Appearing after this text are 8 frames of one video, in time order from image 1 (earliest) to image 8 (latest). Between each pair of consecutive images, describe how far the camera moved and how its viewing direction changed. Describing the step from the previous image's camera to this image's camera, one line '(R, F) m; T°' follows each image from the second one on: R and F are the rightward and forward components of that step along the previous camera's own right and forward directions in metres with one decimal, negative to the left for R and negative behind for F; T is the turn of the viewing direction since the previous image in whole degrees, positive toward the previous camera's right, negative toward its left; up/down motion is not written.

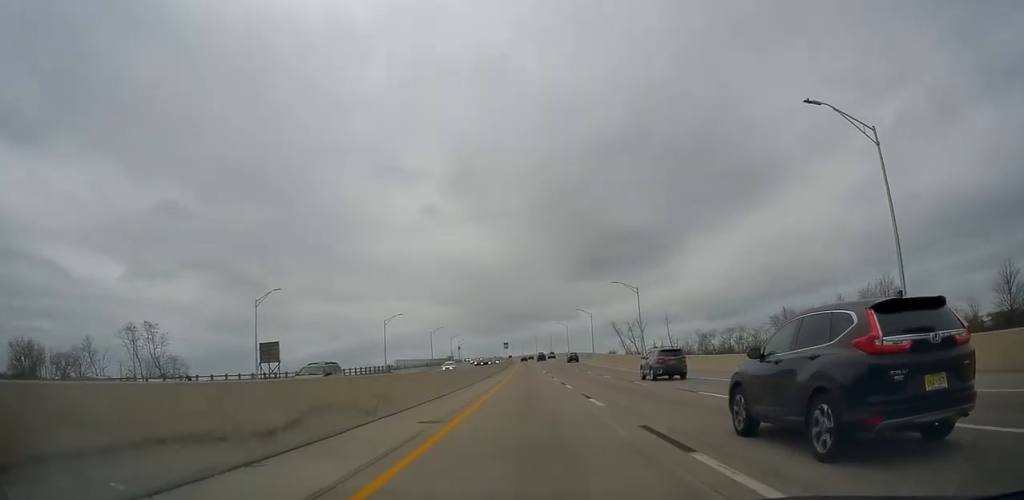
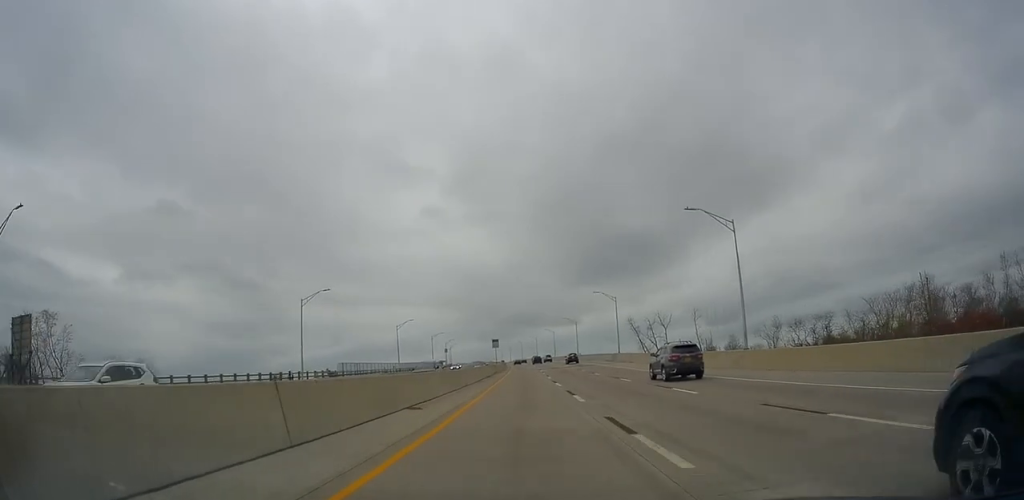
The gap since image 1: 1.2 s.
(-0.3, +33.7) m; 0°
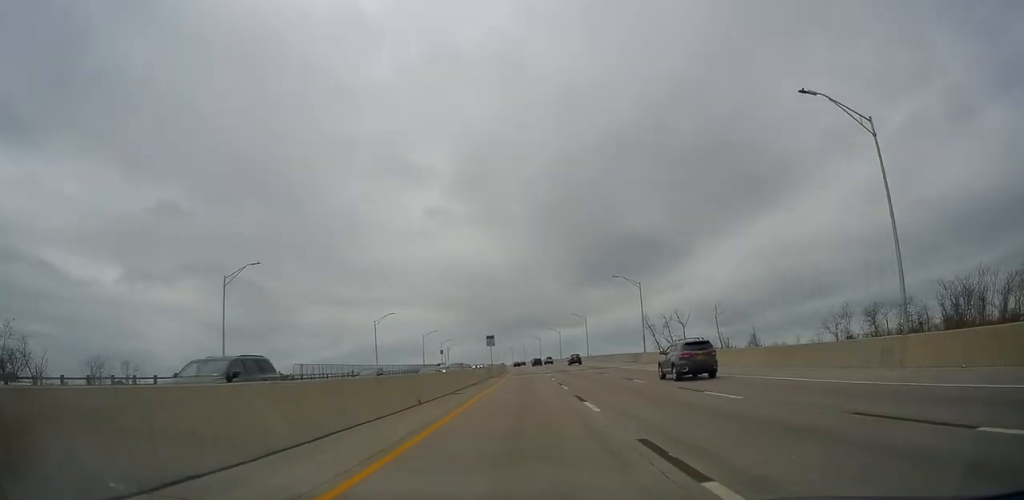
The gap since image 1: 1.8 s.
(+0.2, +16.6) m; +1°
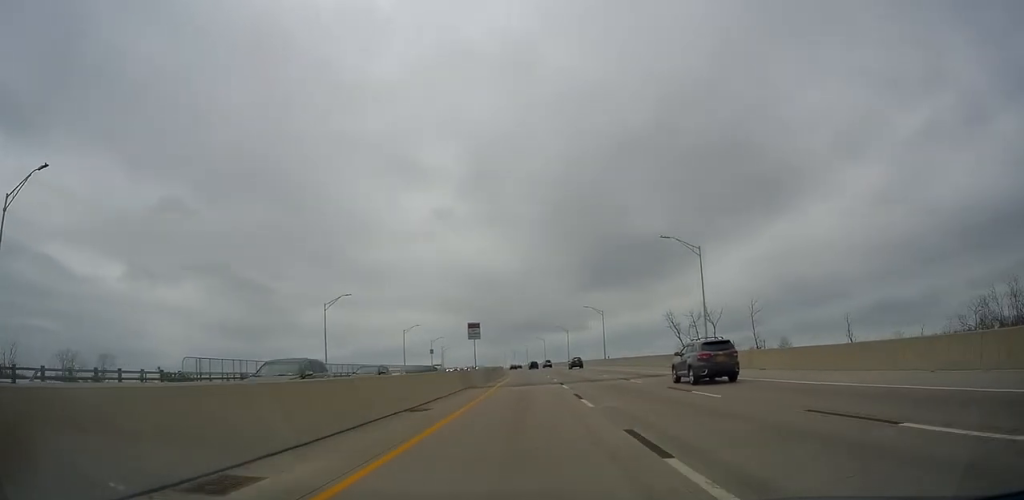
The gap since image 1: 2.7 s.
(+0.1, +22.9) m; 0°
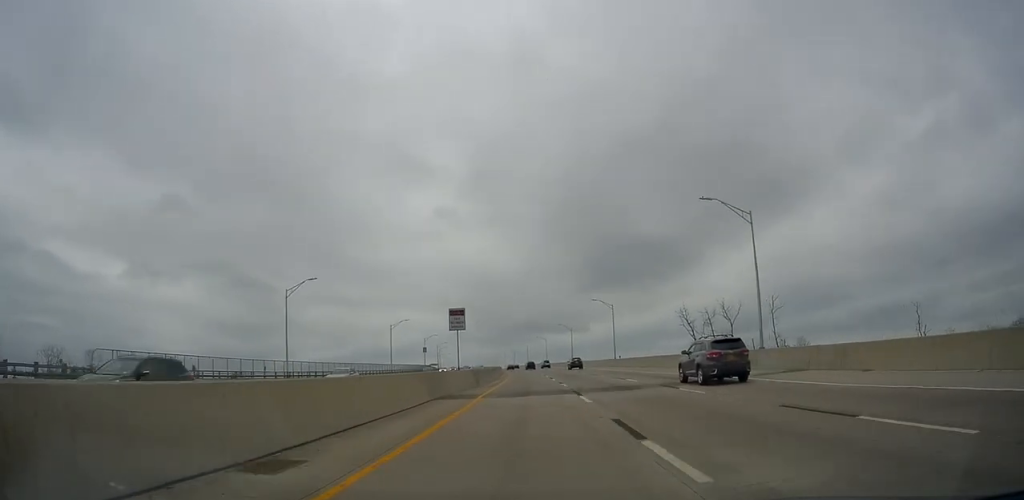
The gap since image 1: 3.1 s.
(0.0, +10.9) m; 0°
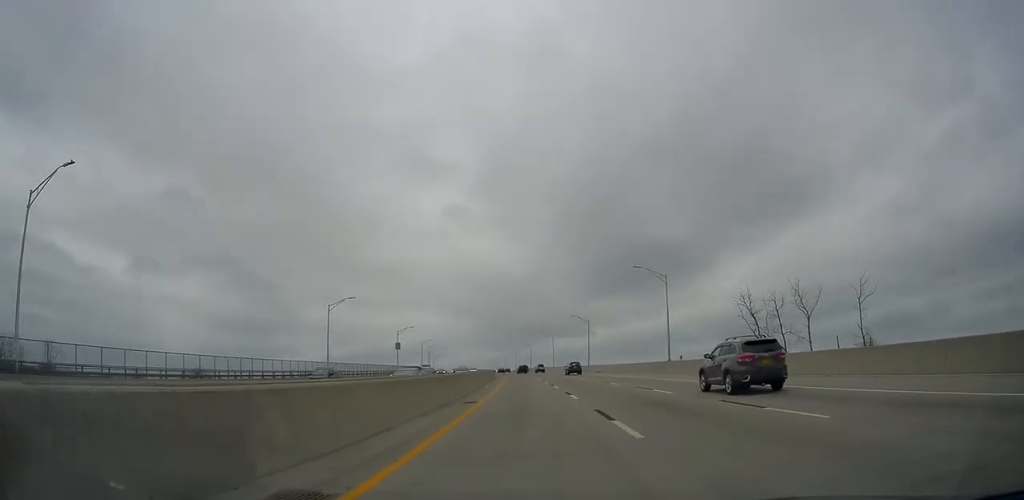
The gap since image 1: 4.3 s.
(-0.3, +33.1) m; -1°
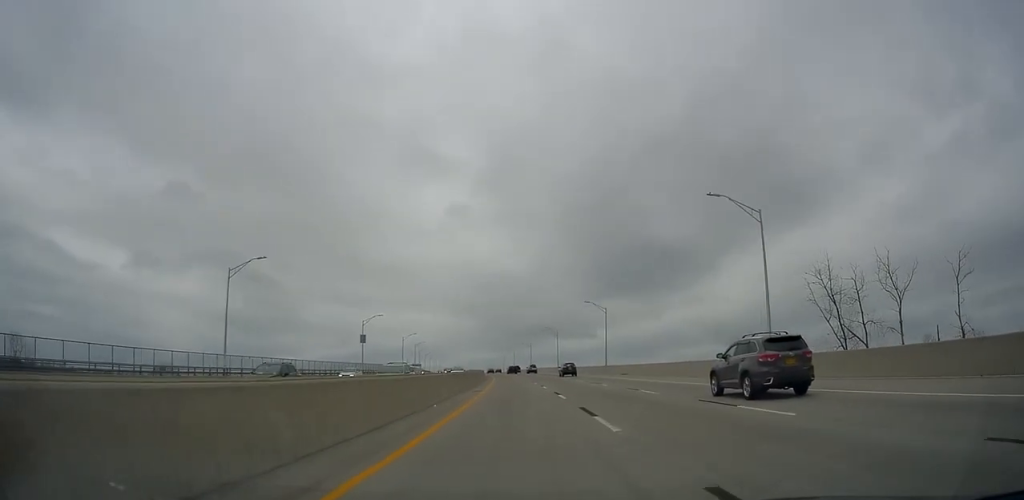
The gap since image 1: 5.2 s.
(0.0, +23.7) m; +1°
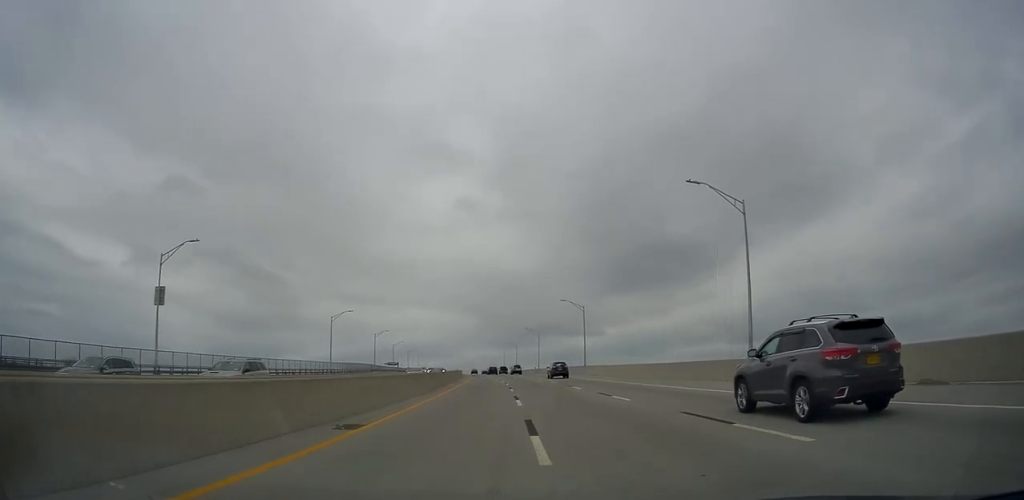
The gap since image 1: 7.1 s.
(0.0, +51.7) m; -2°
